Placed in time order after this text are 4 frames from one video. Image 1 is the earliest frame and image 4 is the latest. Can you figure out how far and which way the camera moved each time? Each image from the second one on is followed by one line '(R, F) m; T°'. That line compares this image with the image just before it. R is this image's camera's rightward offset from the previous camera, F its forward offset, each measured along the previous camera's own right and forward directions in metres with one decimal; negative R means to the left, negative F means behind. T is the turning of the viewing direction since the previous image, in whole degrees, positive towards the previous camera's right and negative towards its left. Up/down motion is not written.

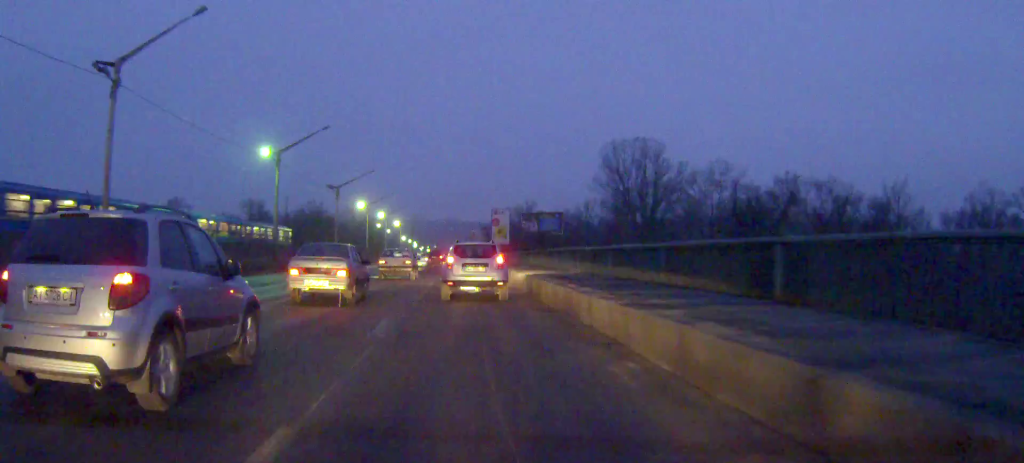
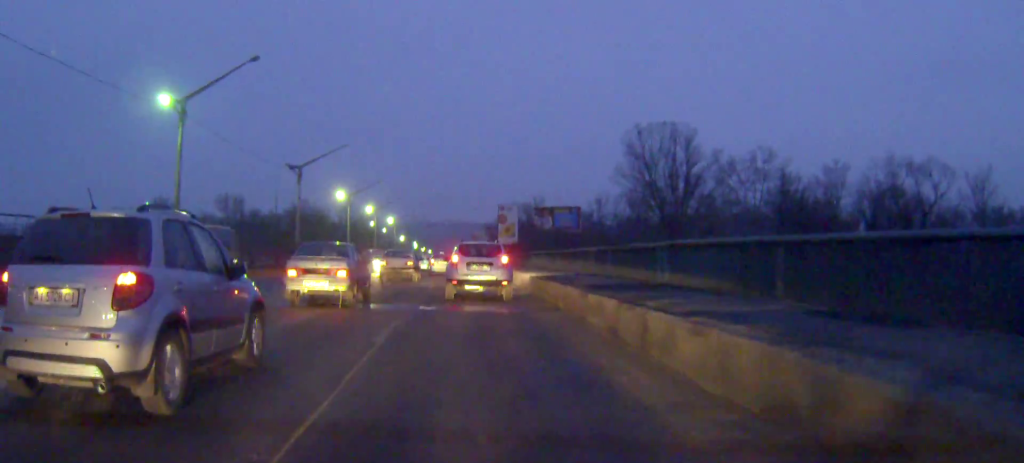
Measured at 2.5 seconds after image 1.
(-0.1, +20.0) m; 0°
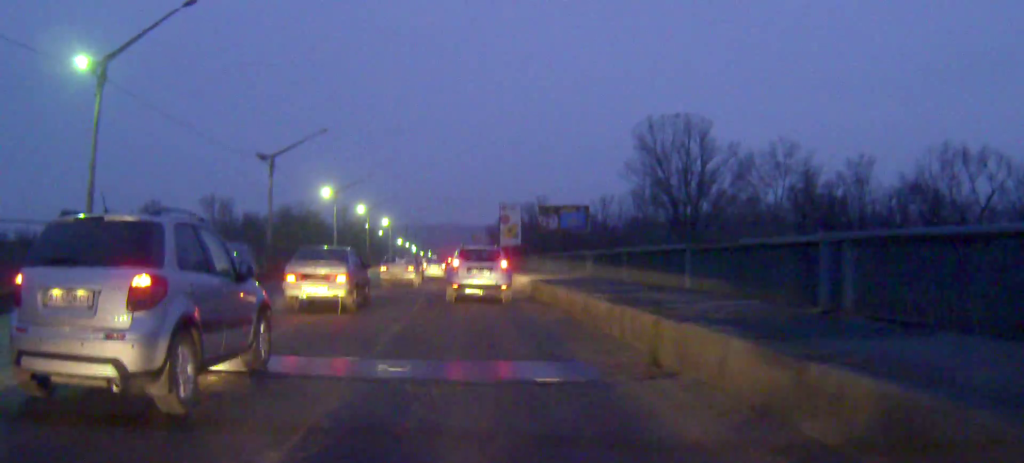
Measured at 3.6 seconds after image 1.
(+0.1, +9.1) m; 0°
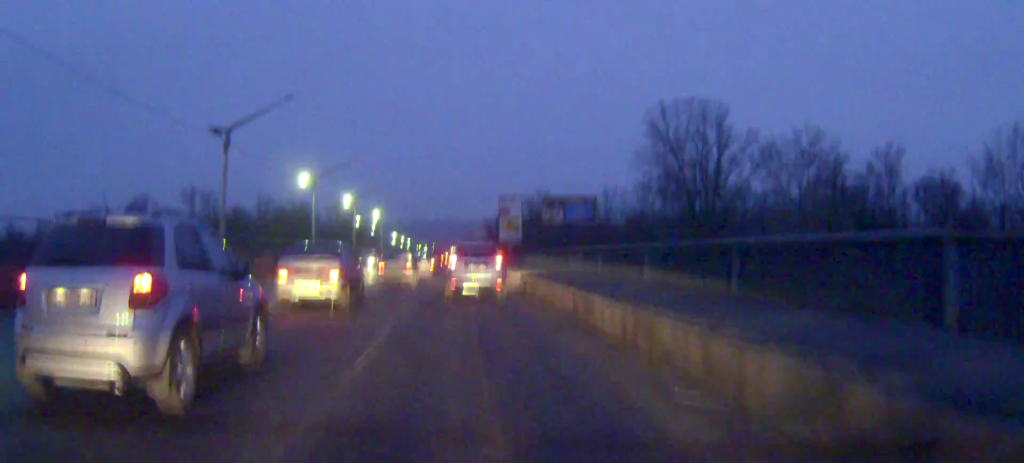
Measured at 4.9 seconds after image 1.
(-0.1, +9.9) m; -1°
